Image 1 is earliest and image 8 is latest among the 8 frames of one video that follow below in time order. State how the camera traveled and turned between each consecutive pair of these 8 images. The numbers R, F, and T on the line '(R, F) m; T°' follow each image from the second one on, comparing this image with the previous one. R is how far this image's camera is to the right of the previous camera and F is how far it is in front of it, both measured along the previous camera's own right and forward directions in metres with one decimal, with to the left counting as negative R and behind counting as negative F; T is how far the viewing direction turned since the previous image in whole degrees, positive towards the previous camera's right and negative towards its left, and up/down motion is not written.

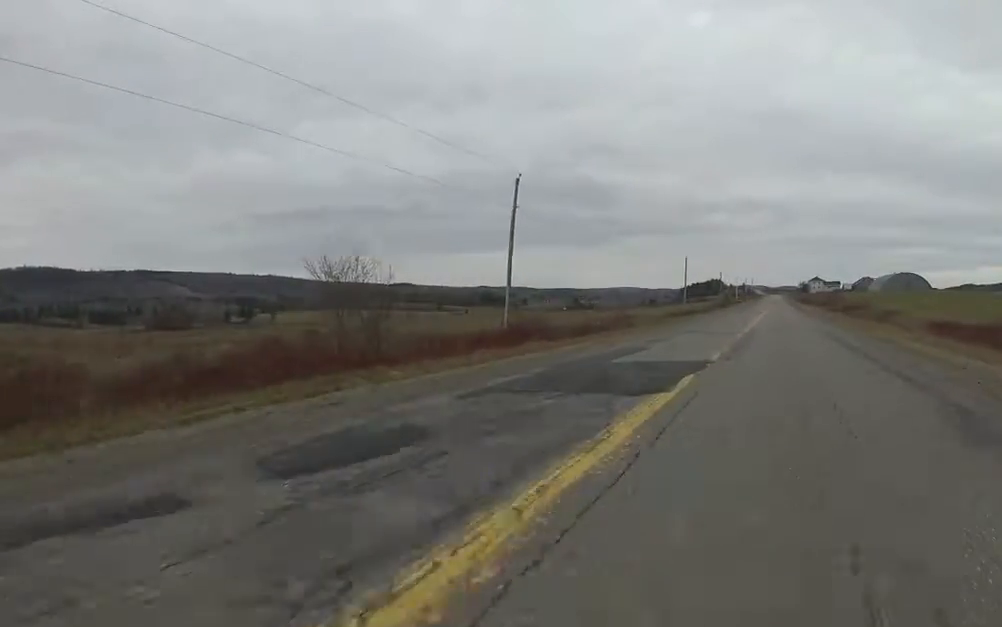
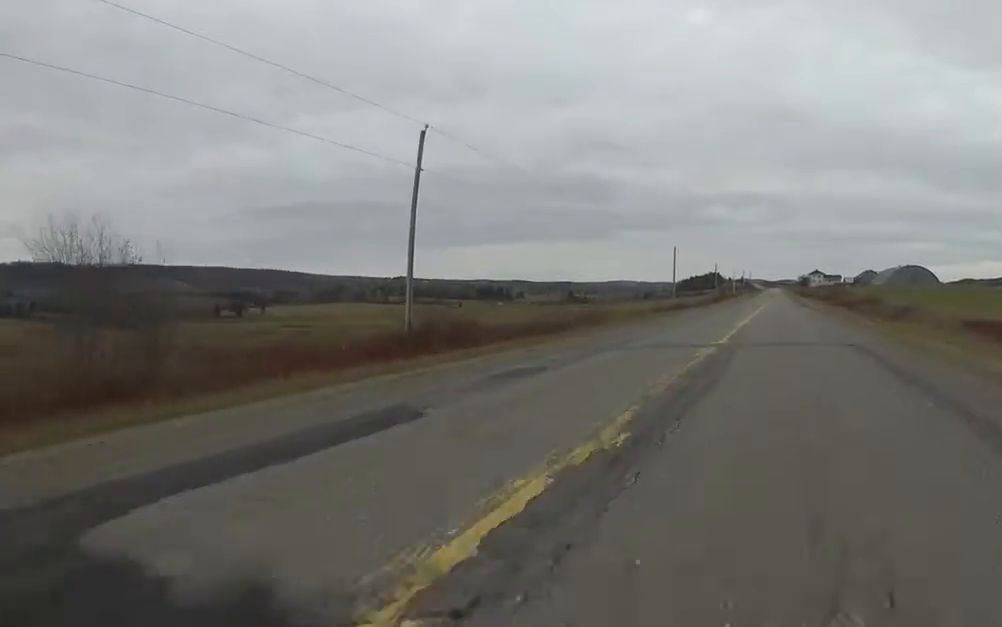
(-0.2, +8.8) m; -1°
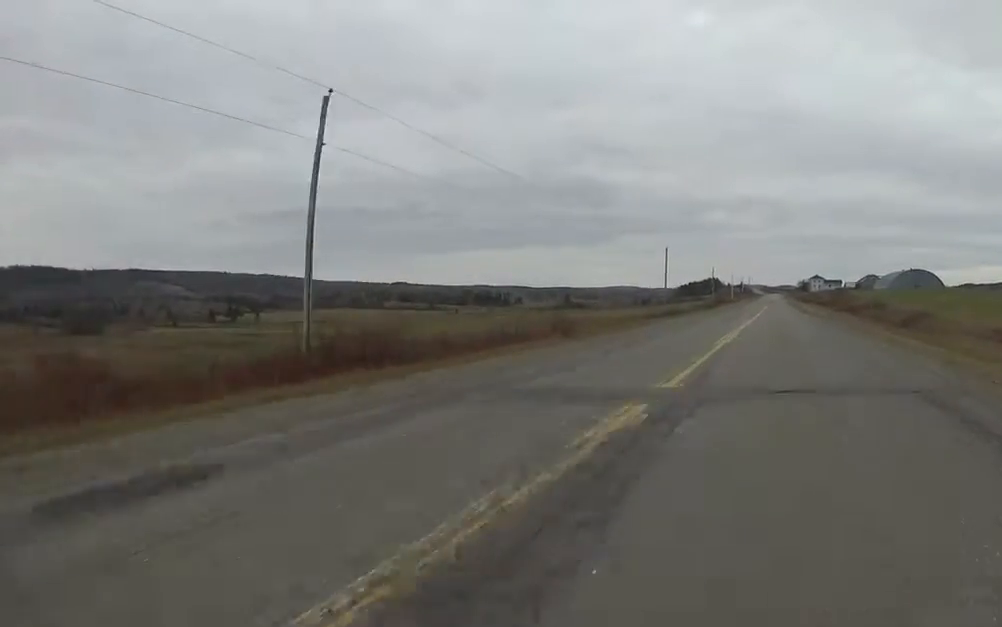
(0.0, +5.6) m; 0°
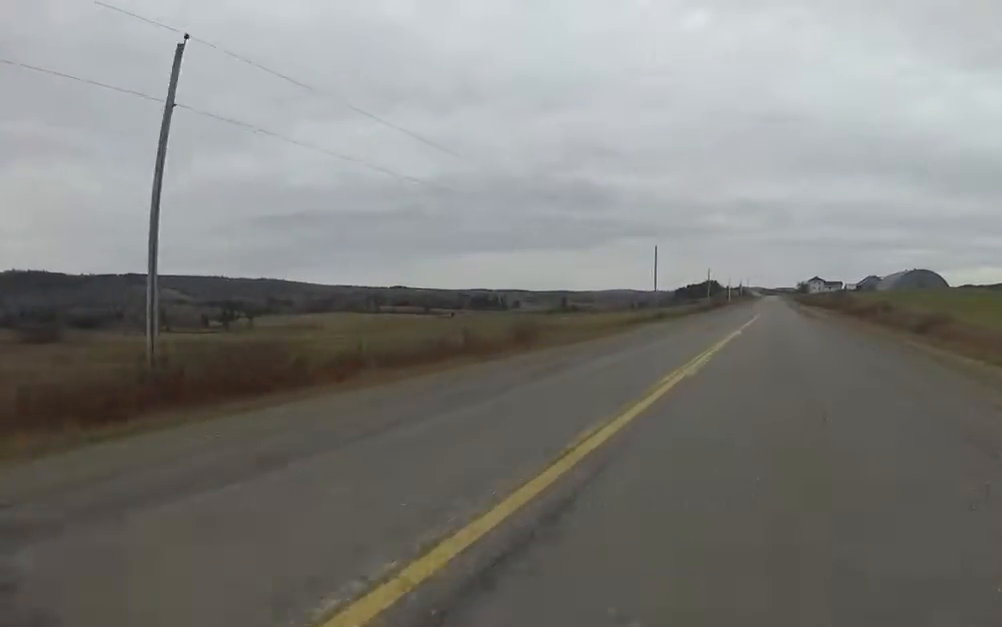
(0.0, +5.5) m; 0°
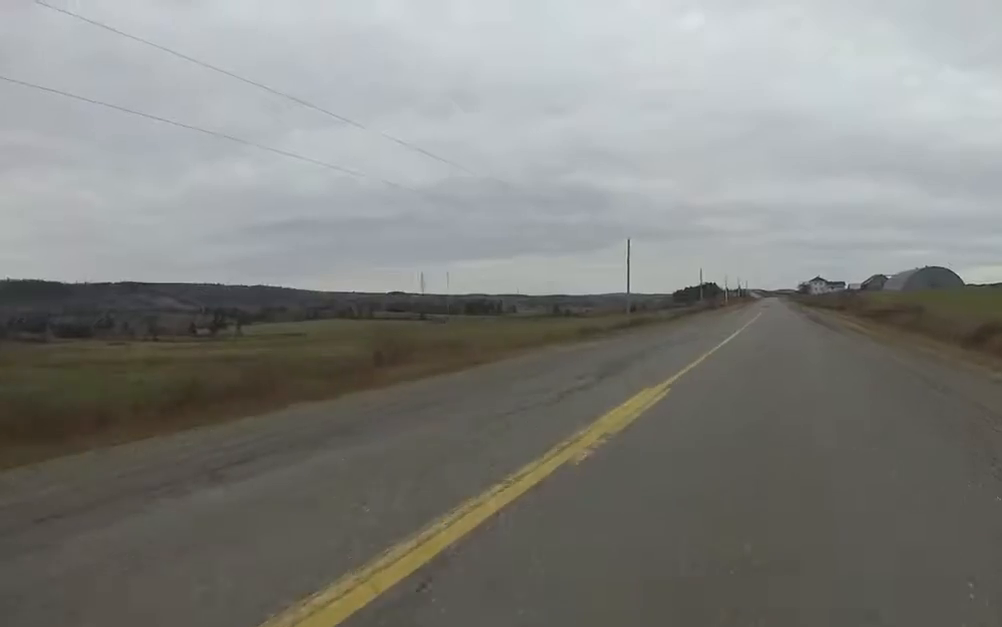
(0.0, +12.3) m; 0°
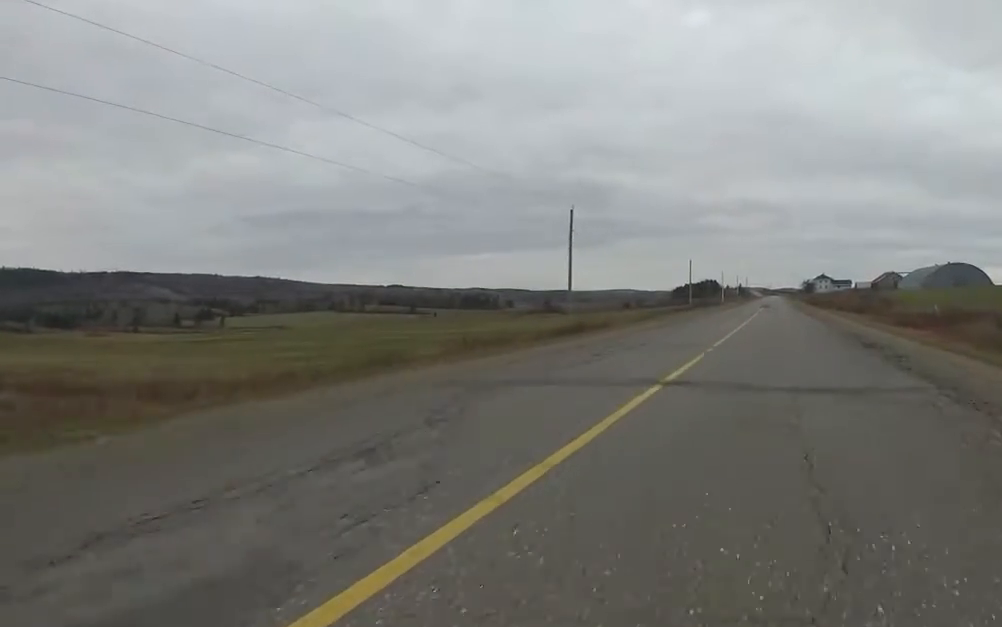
(0.0, +16.6) m; -1°
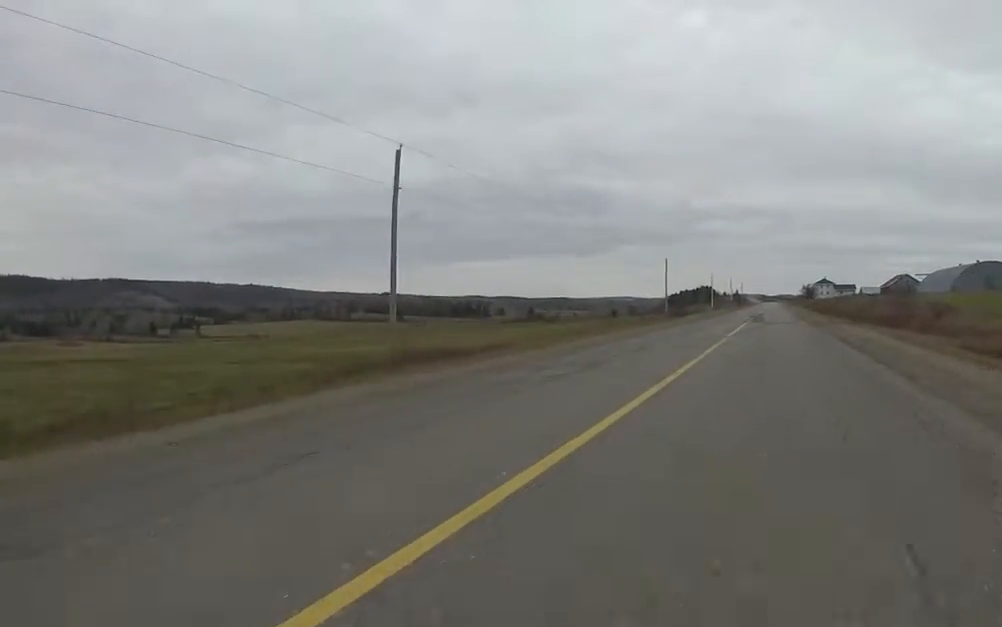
(-0.3, +19.7) m; +1°
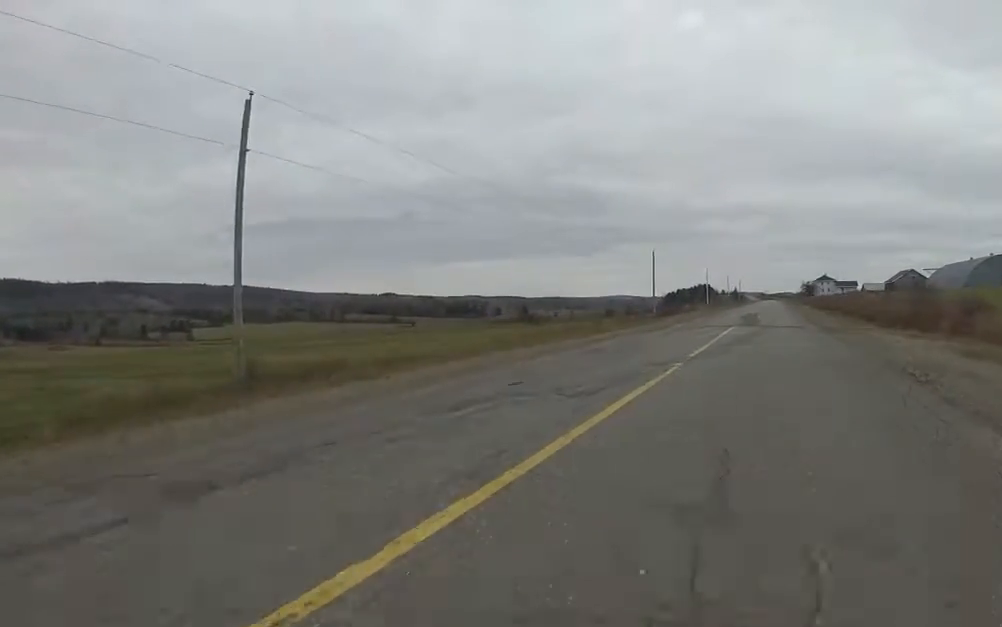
(+0.5, +7.7) m; -1°
